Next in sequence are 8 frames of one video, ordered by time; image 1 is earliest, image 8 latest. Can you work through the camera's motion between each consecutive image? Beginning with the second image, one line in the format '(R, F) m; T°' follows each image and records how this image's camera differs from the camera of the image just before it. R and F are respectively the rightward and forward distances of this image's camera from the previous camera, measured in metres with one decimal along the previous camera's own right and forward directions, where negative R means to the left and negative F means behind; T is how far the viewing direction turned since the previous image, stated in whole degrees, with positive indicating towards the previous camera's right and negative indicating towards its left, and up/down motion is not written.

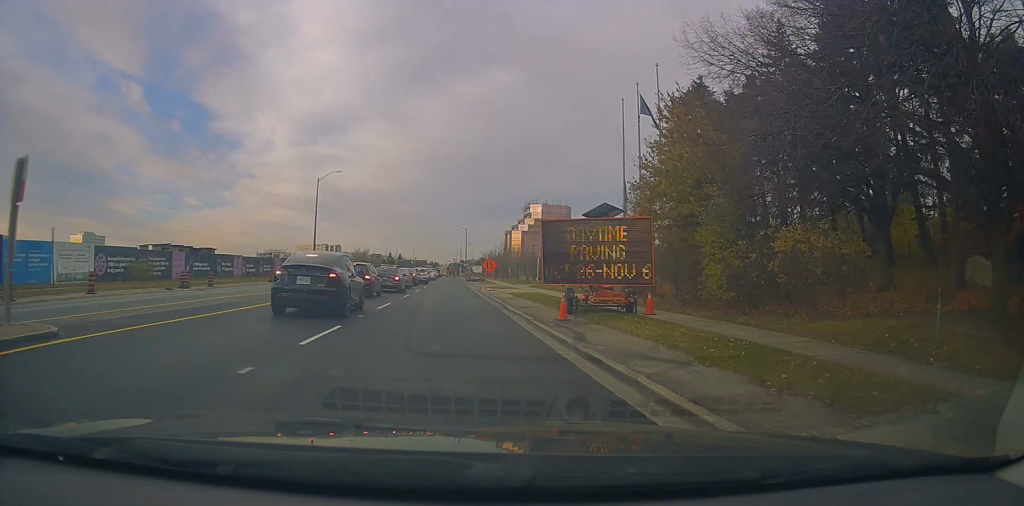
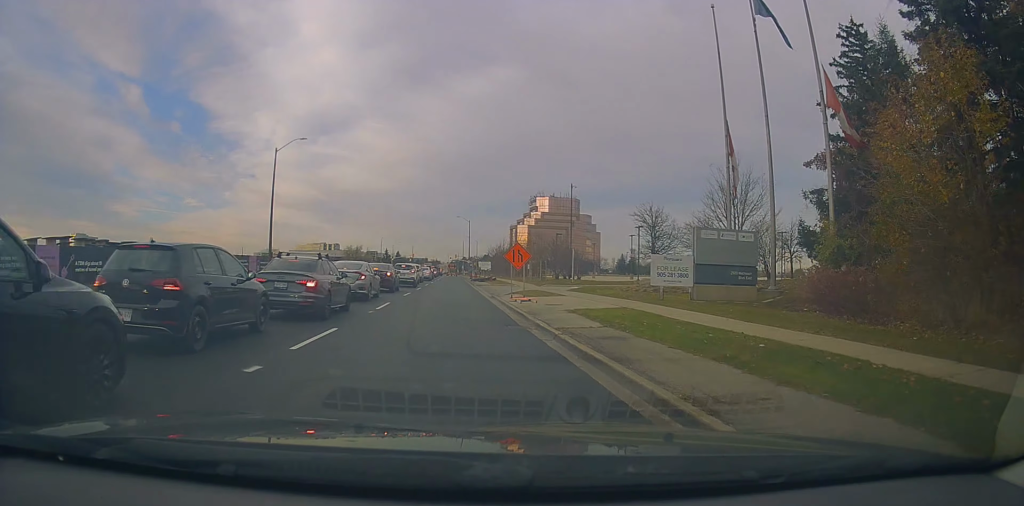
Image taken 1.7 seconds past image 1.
(-0.5, +18.7) m; -2°
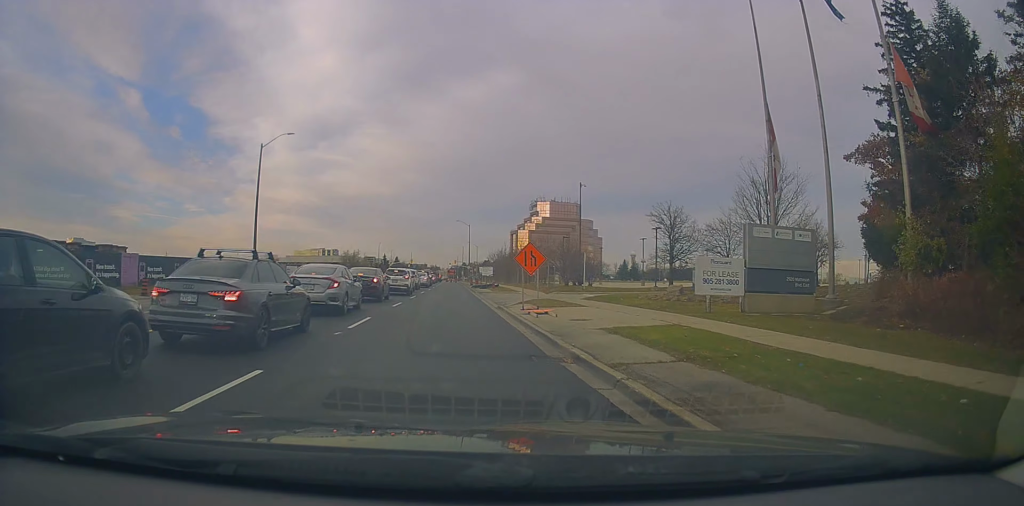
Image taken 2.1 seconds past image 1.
(0.0, +4.4) m; 0°
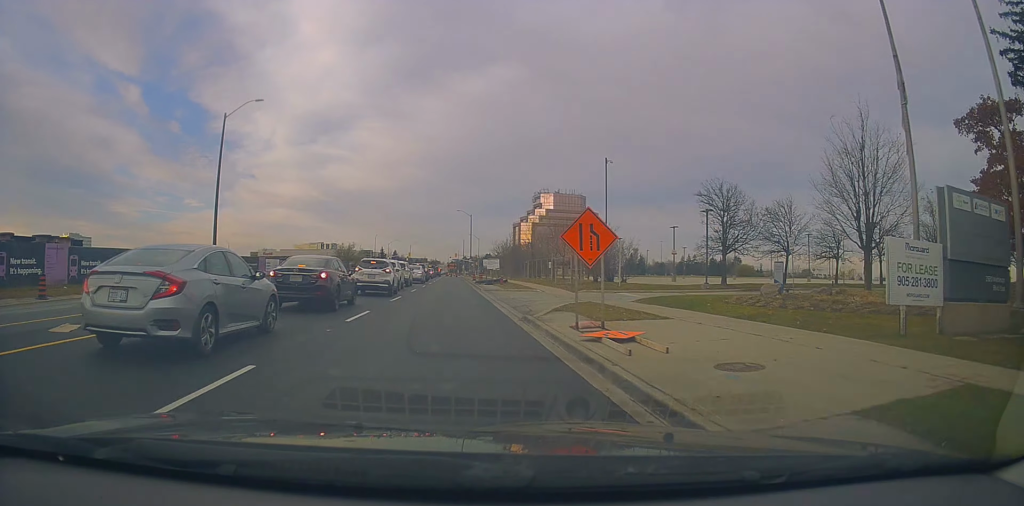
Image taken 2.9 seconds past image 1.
(0.0, +8.8) m; 0°
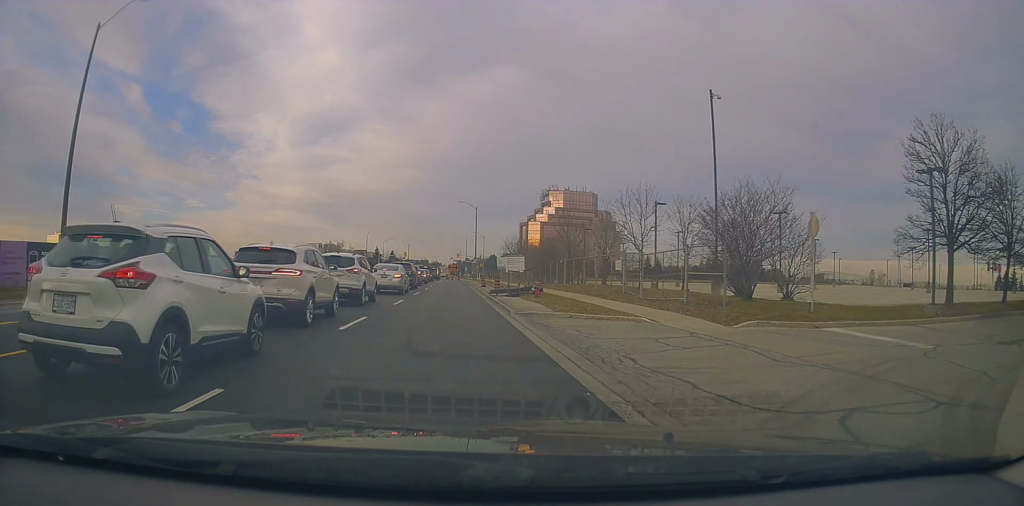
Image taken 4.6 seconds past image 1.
(0.0, +19.2) m; 0°
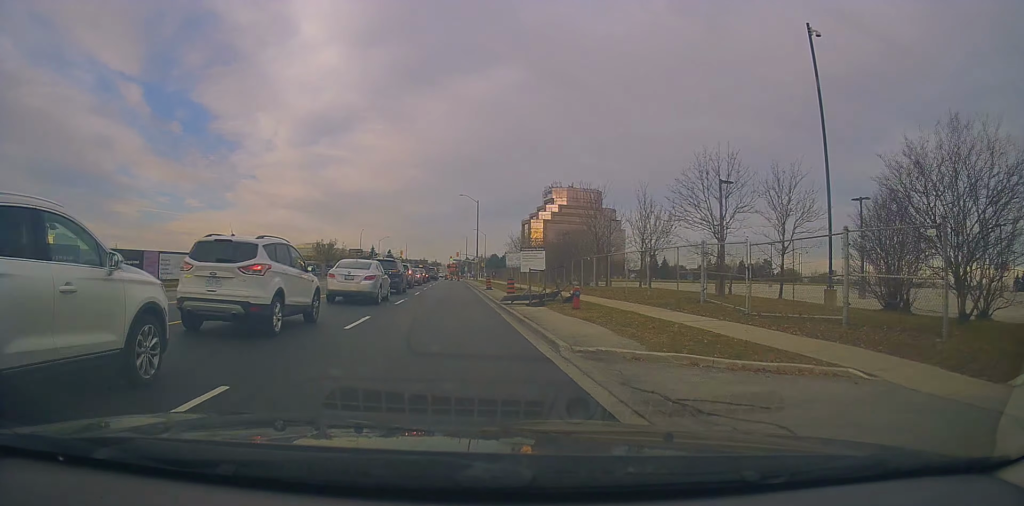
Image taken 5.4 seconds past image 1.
(0.0, +9.2) m; 0°
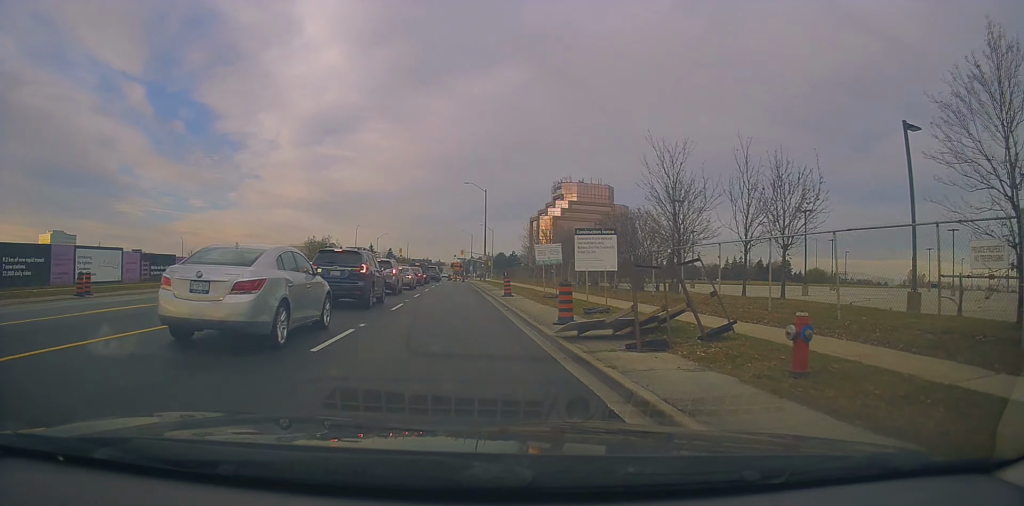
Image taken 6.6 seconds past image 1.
(-0.1, +12.7) m; -1°
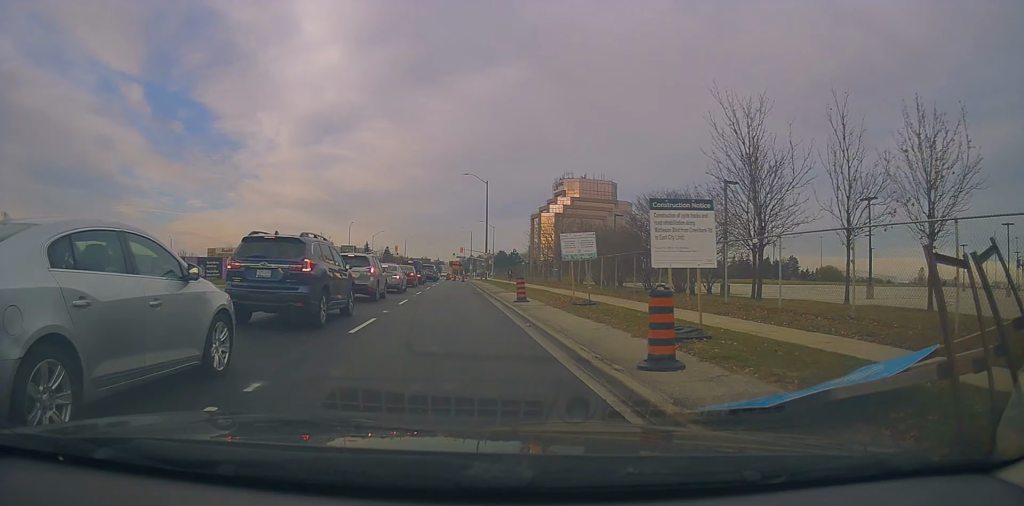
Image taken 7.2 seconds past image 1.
(-0.1, +7.1) m; -1°
